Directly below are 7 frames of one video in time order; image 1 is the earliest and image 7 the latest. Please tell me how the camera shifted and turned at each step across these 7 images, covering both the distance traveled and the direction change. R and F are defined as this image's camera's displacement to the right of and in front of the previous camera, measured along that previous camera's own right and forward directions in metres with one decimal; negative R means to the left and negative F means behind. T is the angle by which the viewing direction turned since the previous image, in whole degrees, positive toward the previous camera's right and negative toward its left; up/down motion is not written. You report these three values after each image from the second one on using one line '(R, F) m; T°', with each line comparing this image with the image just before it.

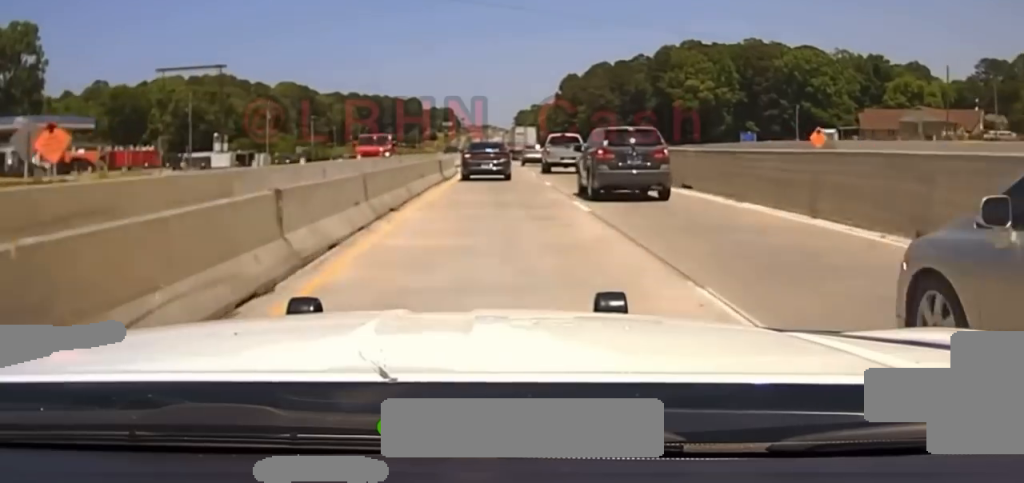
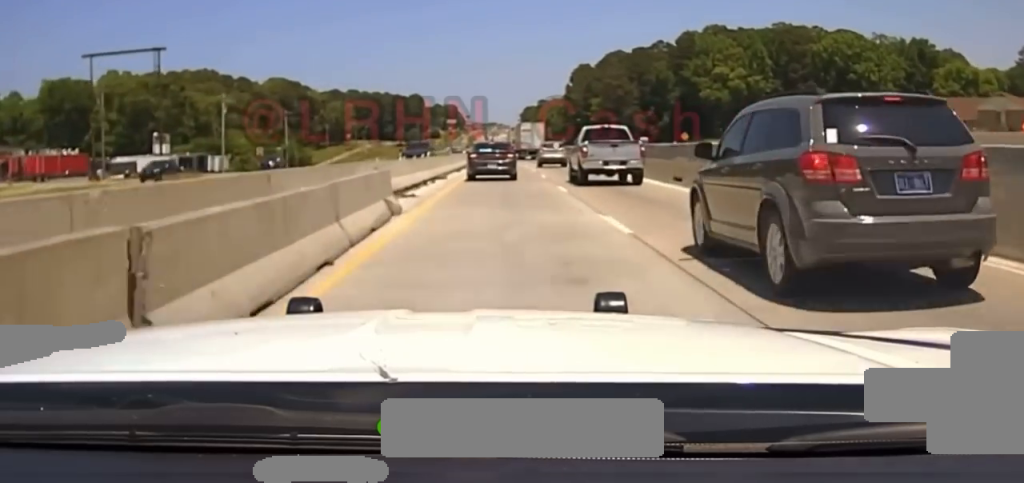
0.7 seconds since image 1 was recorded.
(0.0, +24.5) m; 0°
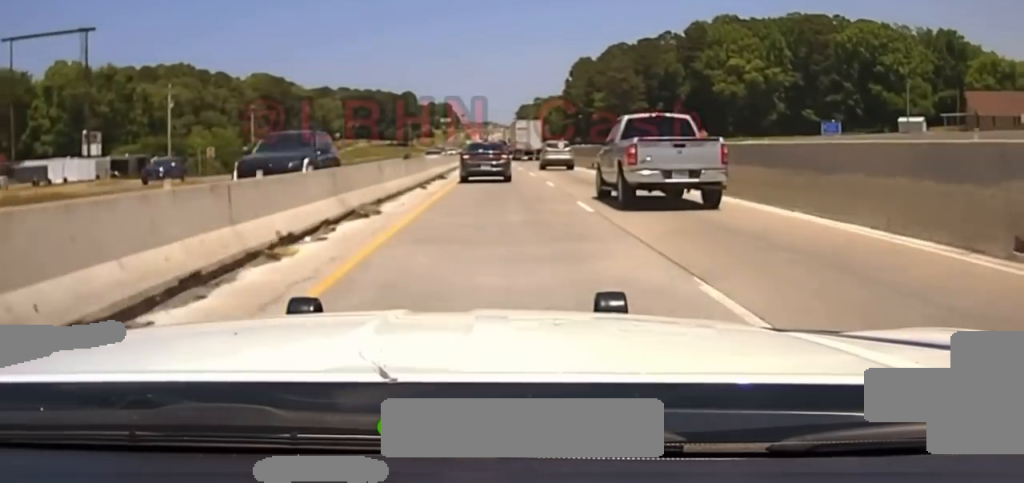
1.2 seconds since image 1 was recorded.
(0.0, +18.1) m; 0°
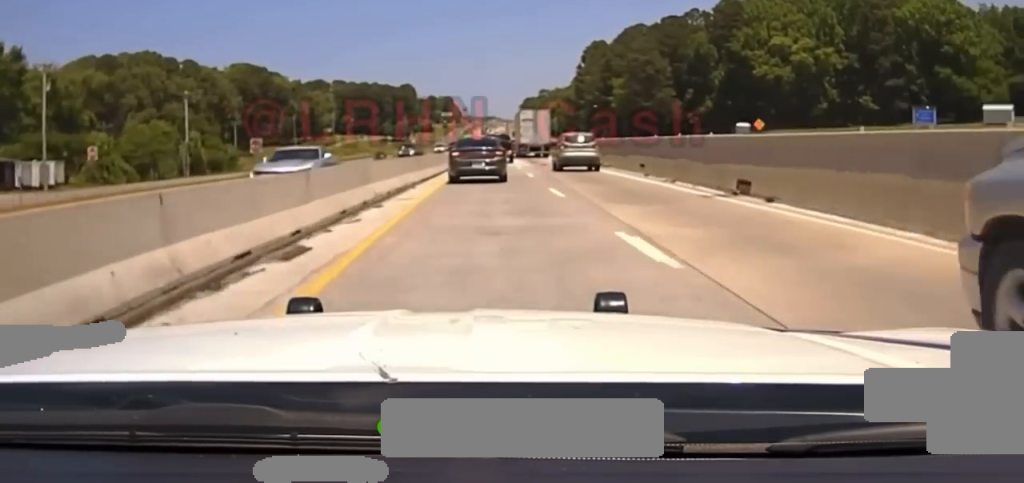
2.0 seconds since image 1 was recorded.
(0.0, +30.4) m; 0°
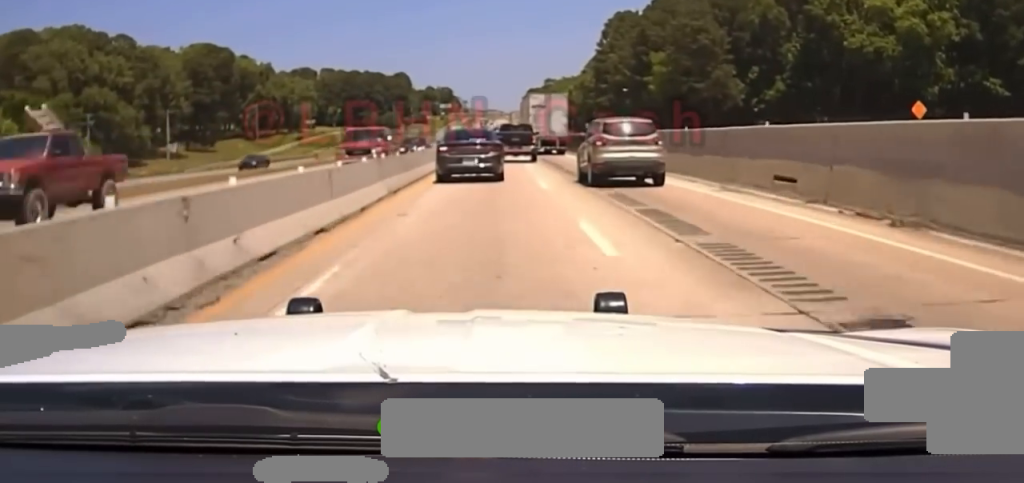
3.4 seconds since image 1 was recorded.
(+0.1, +53.6) m; 0°
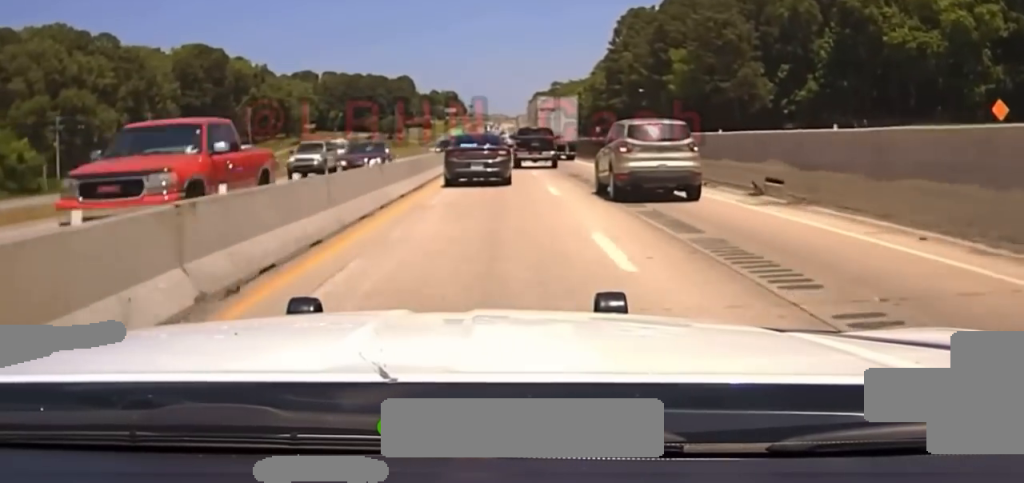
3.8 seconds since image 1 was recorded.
(0.0, +15.8) m; 0°
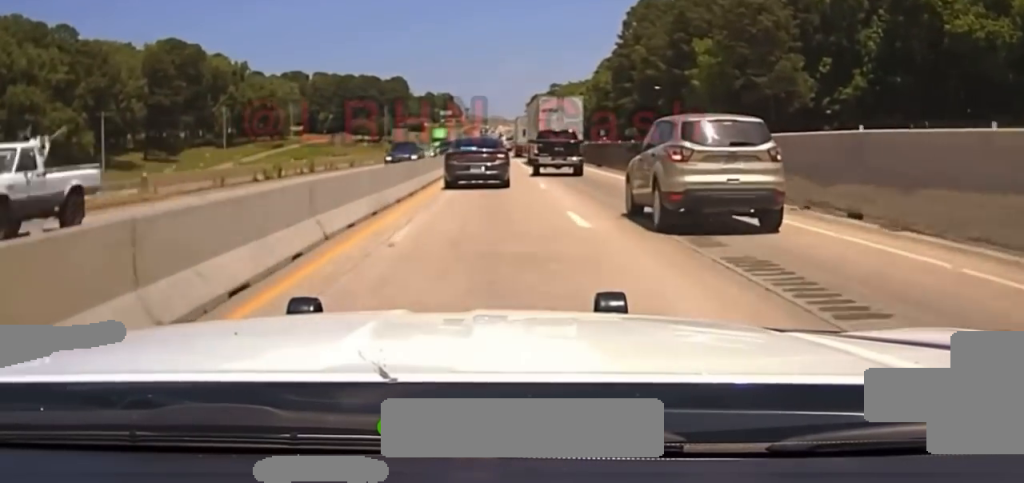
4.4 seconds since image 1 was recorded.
(-0.2, +23.1) m; 0°
